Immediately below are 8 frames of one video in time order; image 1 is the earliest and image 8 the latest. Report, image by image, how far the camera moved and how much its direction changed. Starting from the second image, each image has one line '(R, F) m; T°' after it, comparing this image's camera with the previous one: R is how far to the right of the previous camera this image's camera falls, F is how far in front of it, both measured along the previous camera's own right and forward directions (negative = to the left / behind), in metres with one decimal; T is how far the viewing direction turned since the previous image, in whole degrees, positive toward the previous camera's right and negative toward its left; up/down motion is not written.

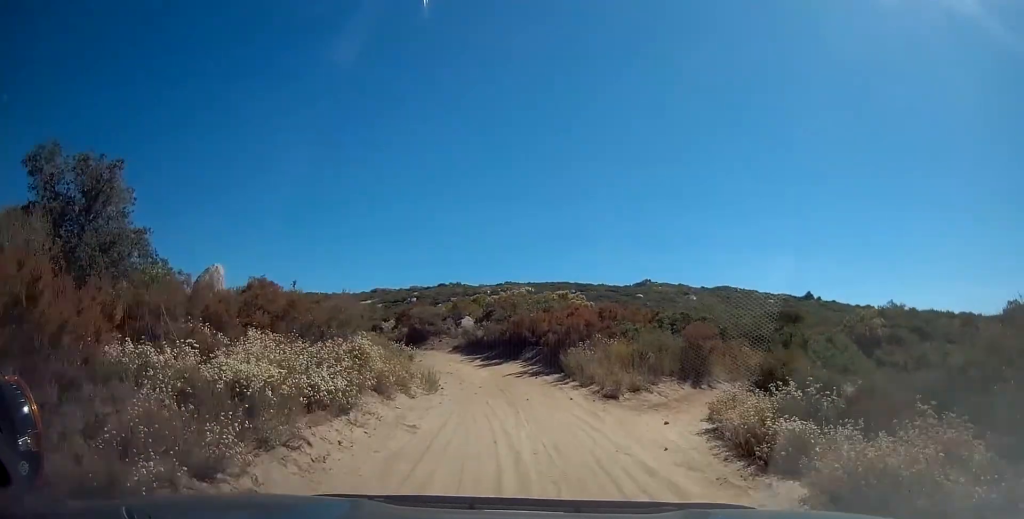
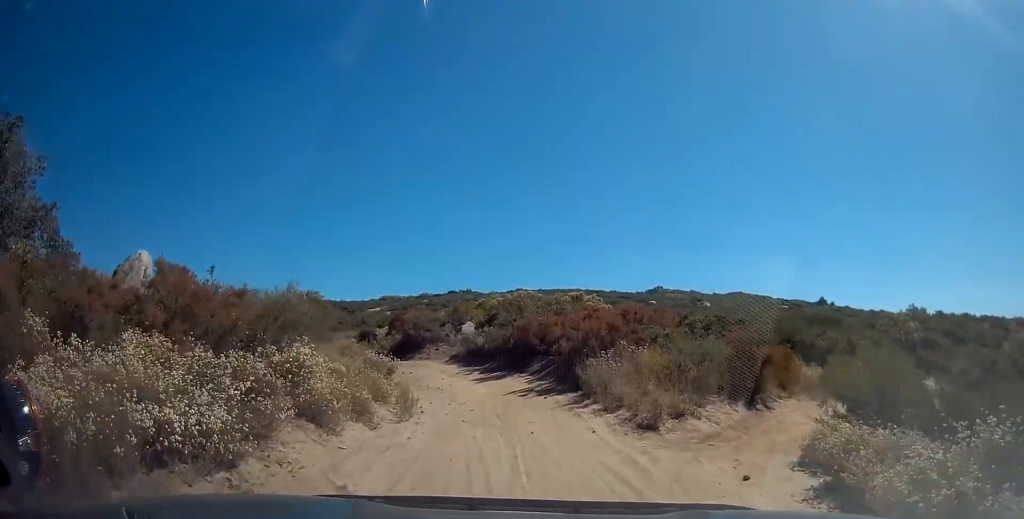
(-0.1, +4.2) m; -1°
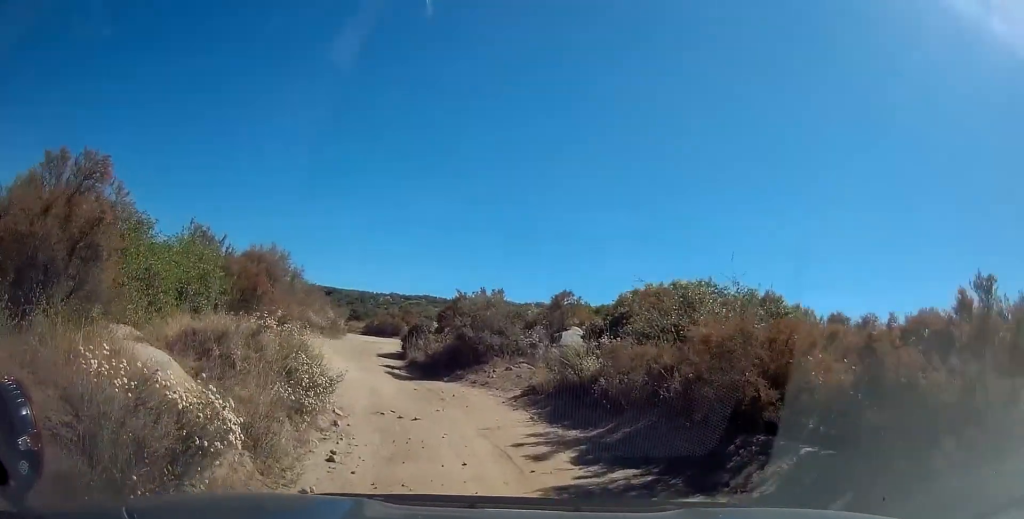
(-1.8, +13.9) m; -17°
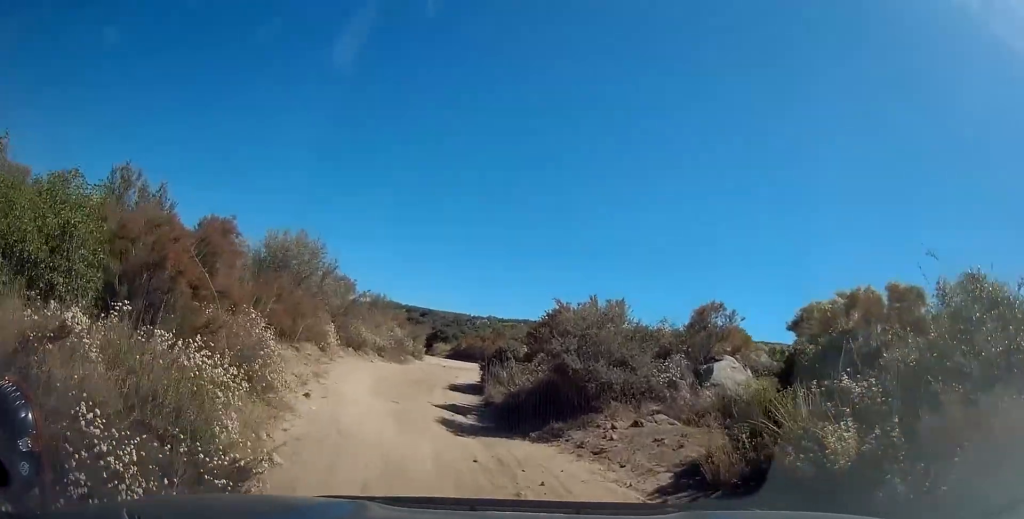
(-0.6, +6.3) m; -6°
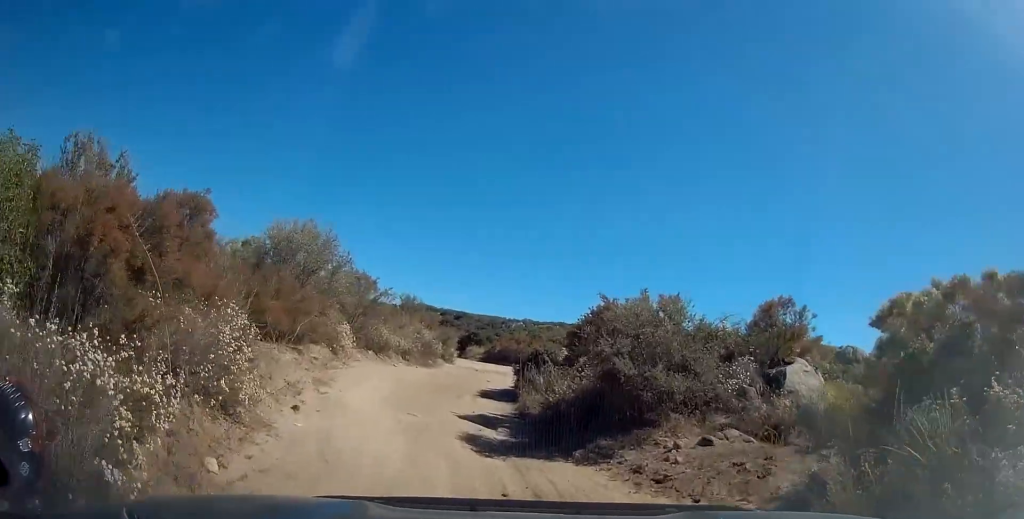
(-0.3, +1.9) m; 0°
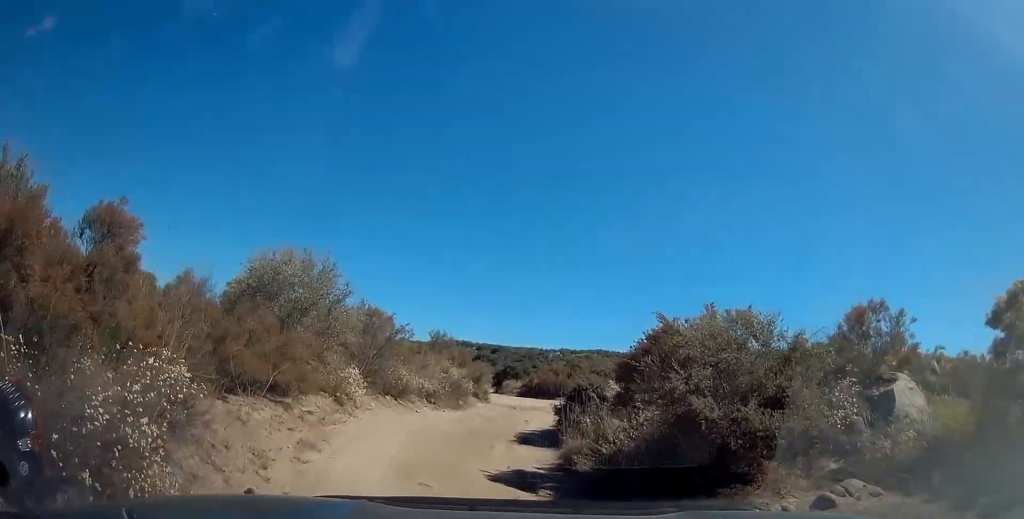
(+0.4, +2.3) m; -1°
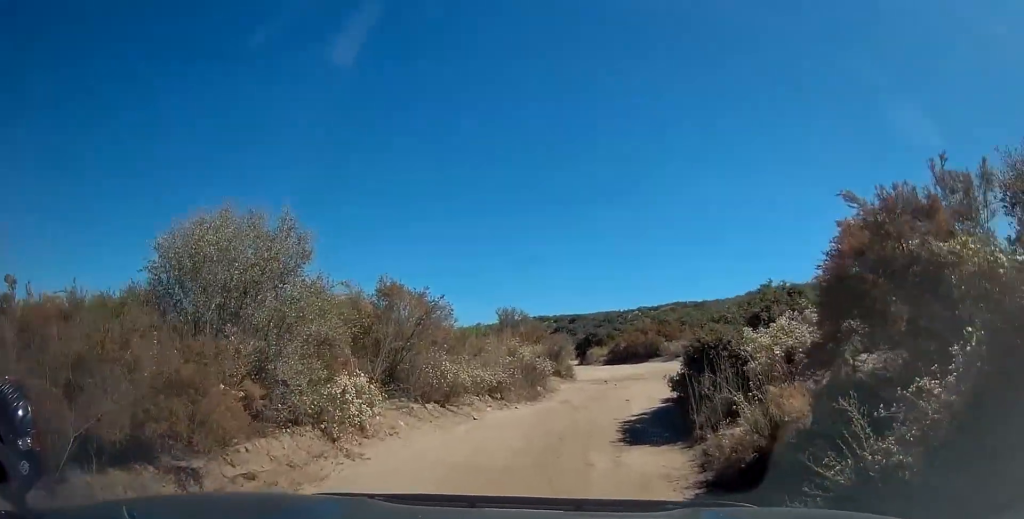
(-0.3, +4.9) m; -9°
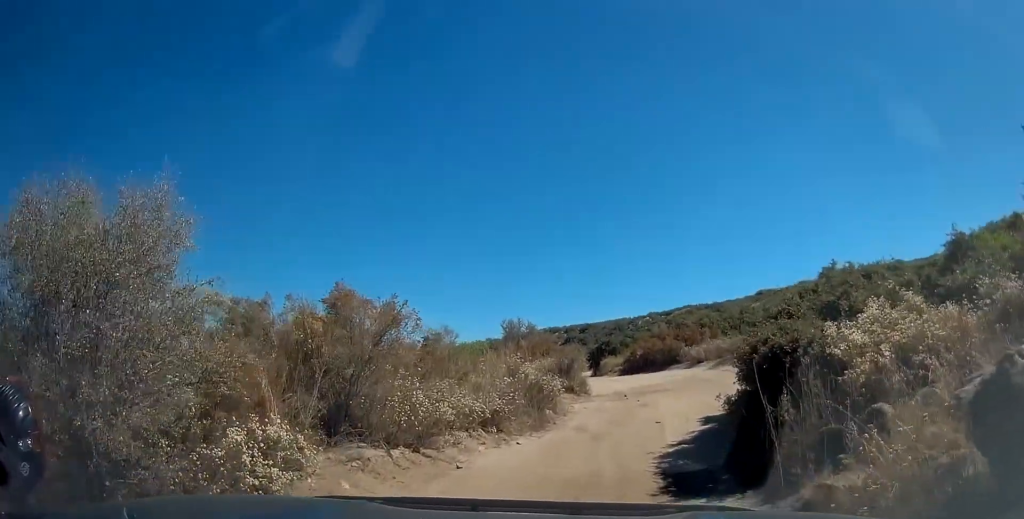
(-0.2, +3.2) m; -3°
